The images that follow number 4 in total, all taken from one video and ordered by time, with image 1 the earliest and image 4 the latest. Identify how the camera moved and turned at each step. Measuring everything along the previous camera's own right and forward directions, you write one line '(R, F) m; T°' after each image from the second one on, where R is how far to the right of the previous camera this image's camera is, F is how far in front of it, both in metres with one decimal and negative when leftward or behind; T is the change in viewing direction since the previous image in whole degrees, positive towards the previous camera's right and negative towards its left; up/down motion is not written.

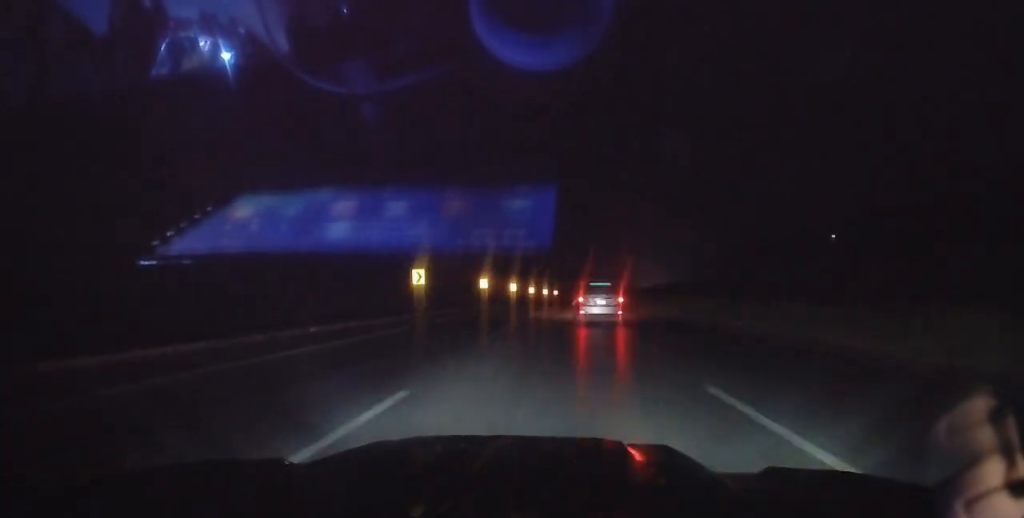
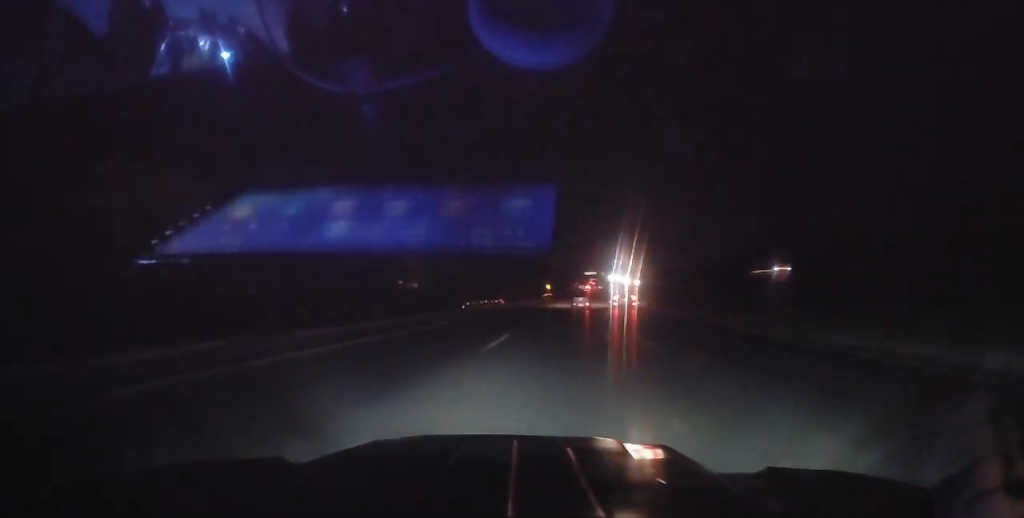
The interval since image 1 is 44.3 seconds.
(+211.0, +898.4) m; +26°
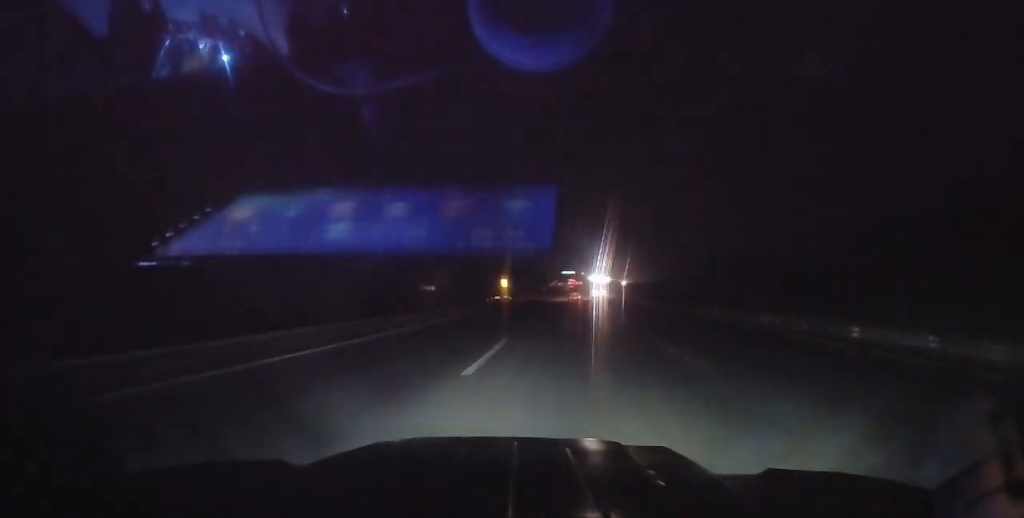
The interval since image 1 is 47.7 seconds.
(+1.7, +70.0) m; +1°
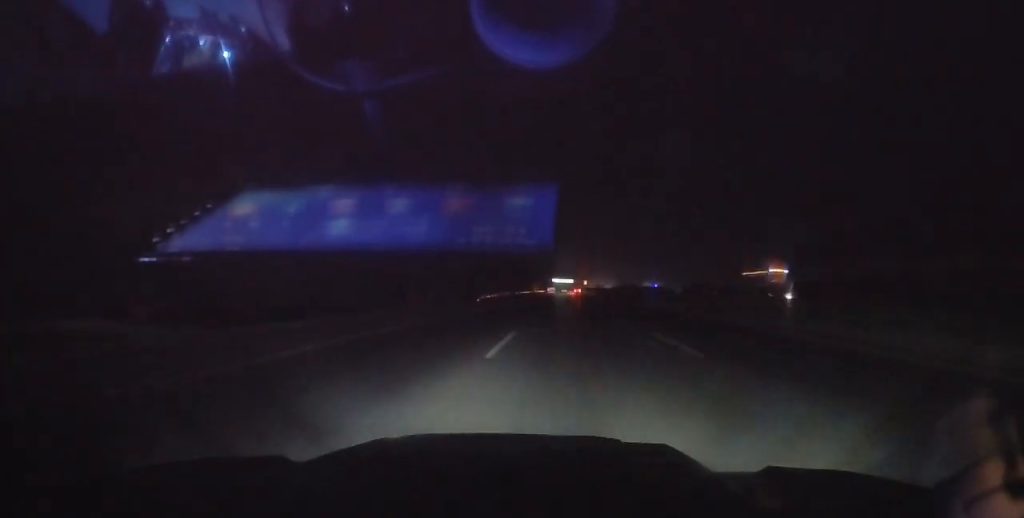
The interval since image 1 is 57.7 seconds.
(+3.4, +206.3) m; +1°
